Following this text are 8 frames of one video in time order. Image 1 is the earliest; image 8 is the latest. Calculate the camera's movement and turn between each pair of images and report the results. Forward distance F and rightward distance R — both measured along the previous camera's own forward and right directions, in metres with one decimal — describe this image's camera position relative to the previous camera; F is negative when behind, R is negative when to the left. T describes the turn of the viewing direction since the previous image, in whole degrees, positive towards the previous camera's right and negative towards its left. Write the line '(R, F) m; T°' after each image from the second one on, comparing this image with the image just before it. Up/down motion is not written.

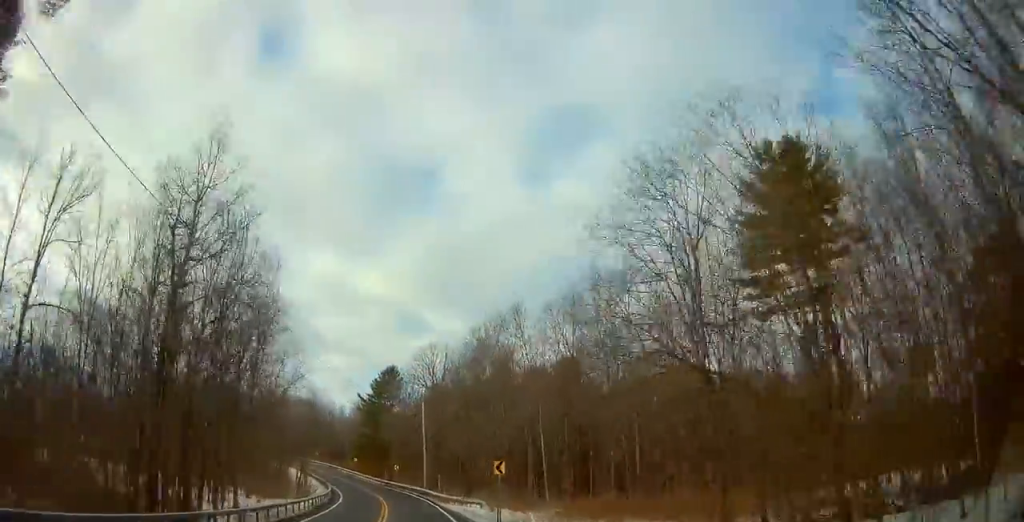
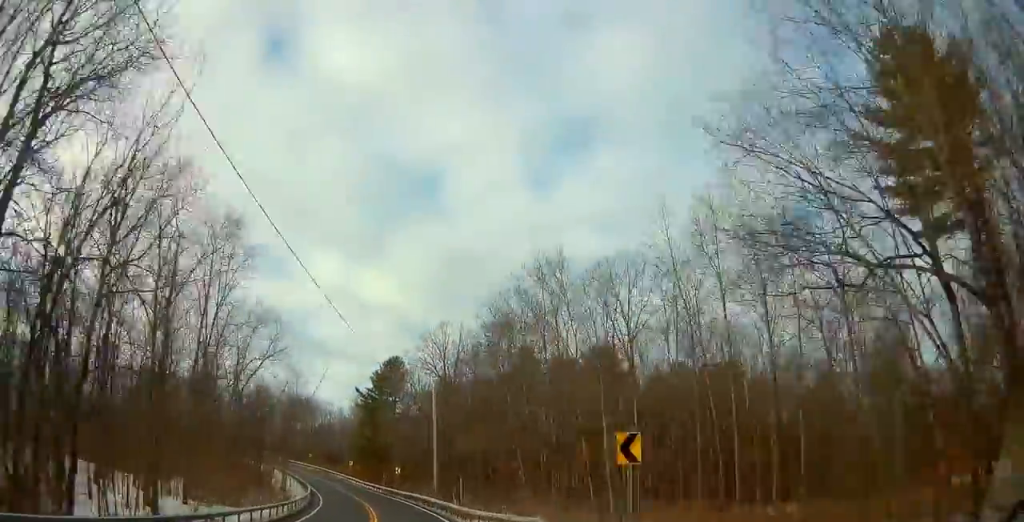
(+0.3, +15.6) m; +2°
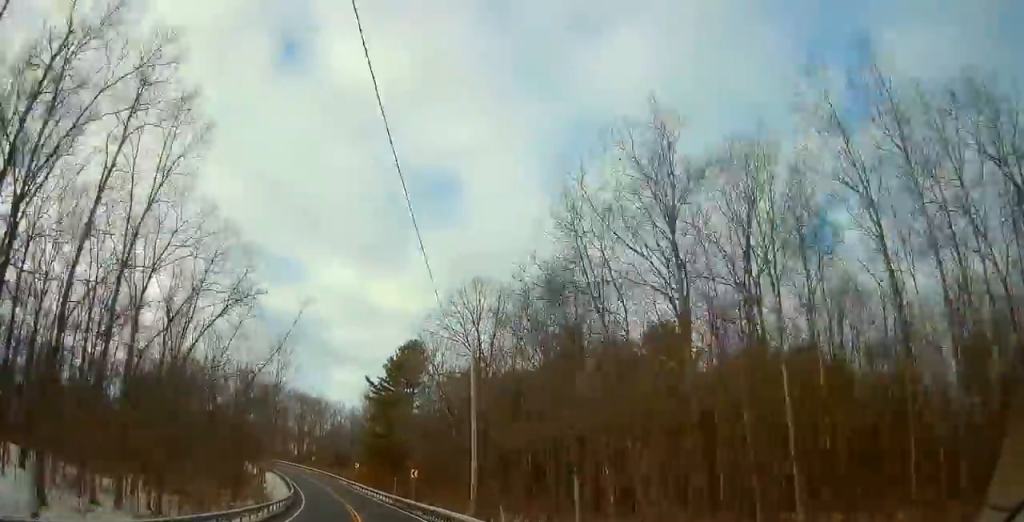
(+0.6, +17.2) m; +1°
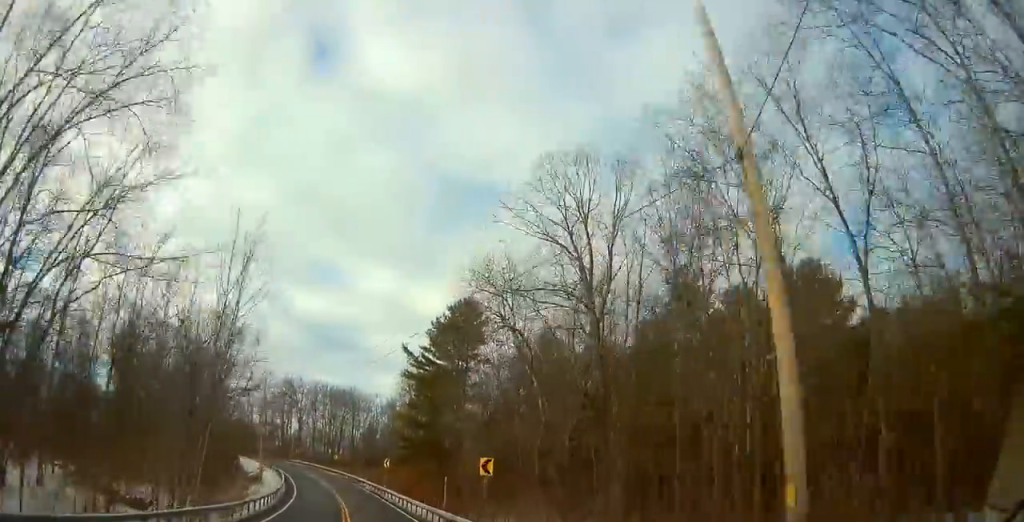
(-0.4, +22.5) m; -3°
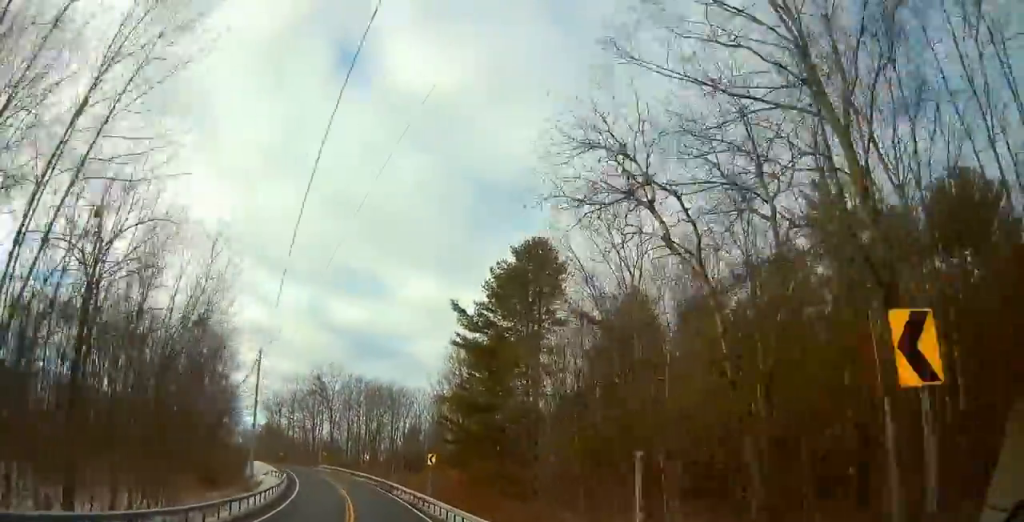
(-0.6, +17.5) m; -4°
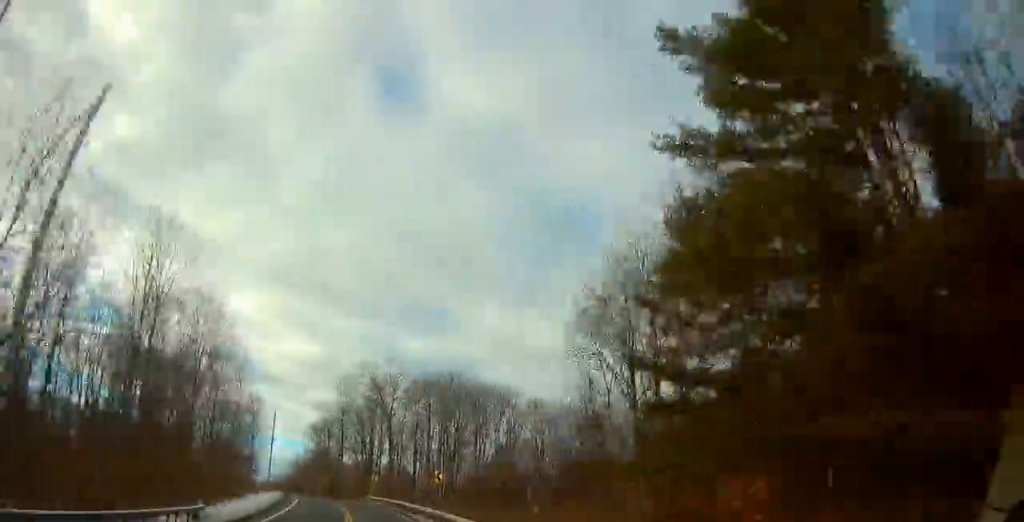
(-2.1, +33.3) m; -9°
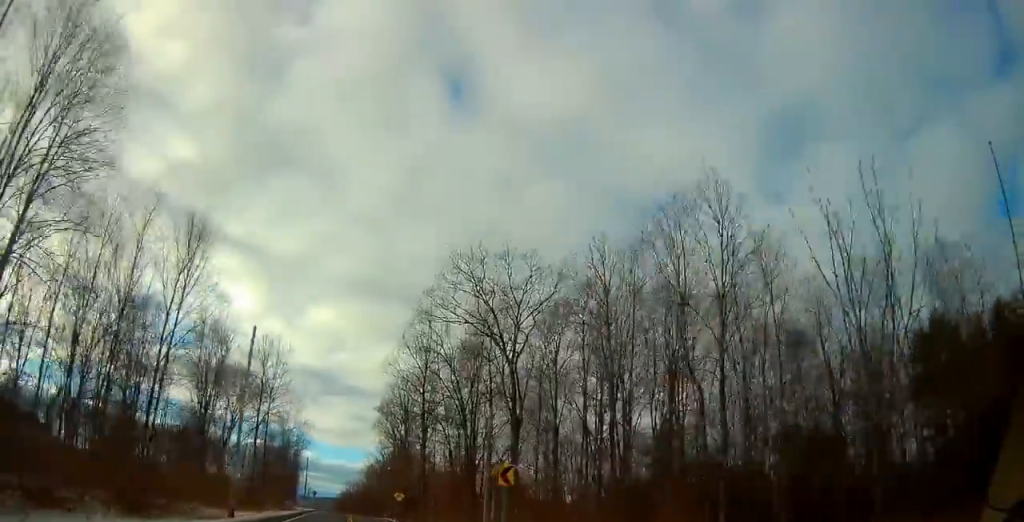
(-4.4, +43.4) m; -10°
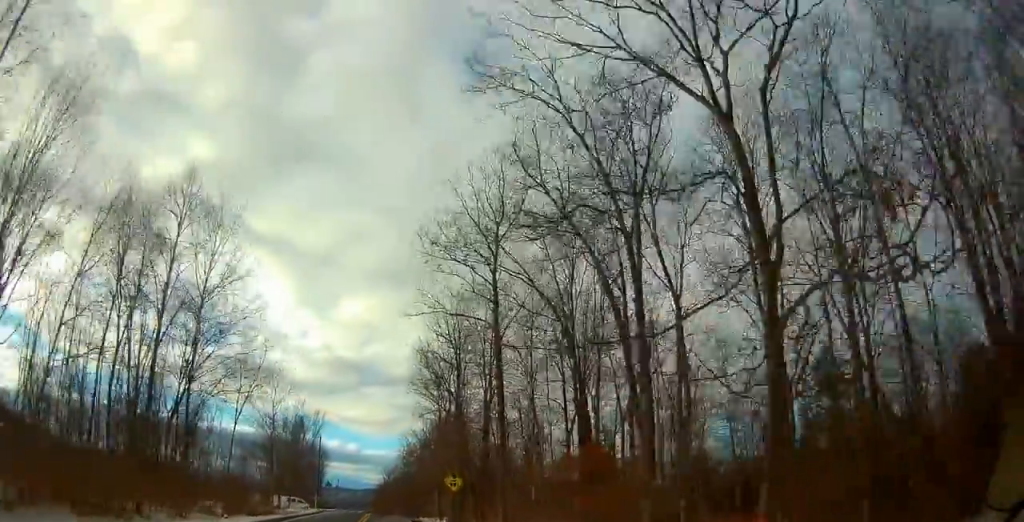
(-1.6, +29.9) m; -5°
